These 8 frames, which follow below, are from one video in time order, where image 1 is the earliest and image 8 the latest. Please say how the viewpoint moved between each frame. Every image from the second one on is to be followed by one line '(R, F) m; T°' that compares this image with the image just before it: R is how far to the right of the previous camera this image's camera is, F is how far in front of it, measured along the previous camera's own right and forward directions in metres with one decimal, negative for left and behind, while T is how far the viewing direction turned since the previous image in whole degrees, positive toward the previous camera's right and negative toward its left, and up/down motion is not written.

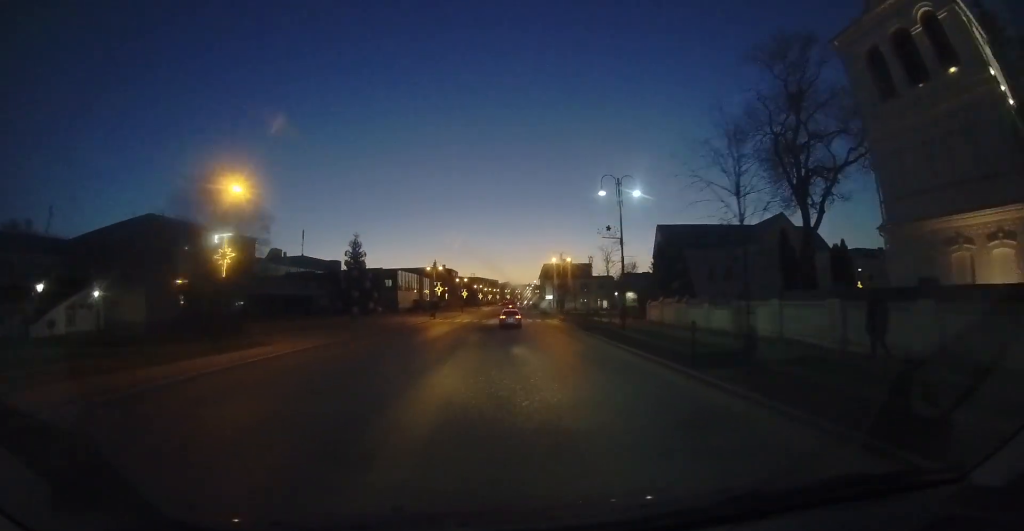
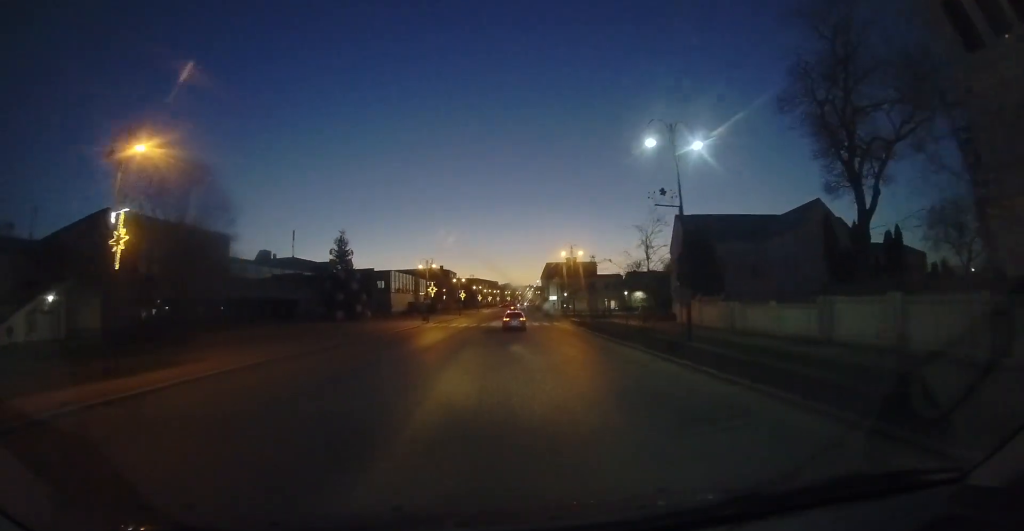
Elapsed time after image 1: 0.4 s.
(+0.1, +4.8) m; +1°
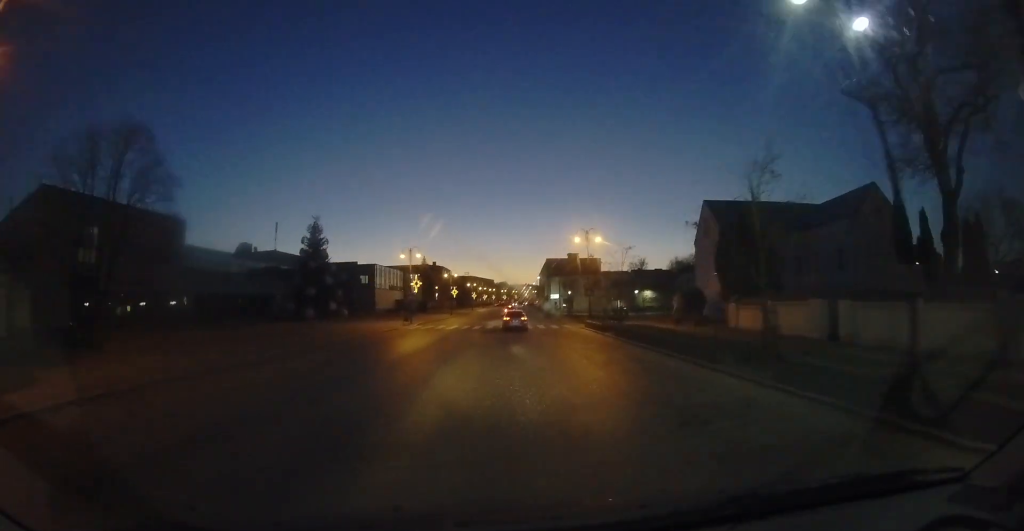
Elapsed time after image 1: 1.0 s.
(-0.1, +6.2) m; +1°
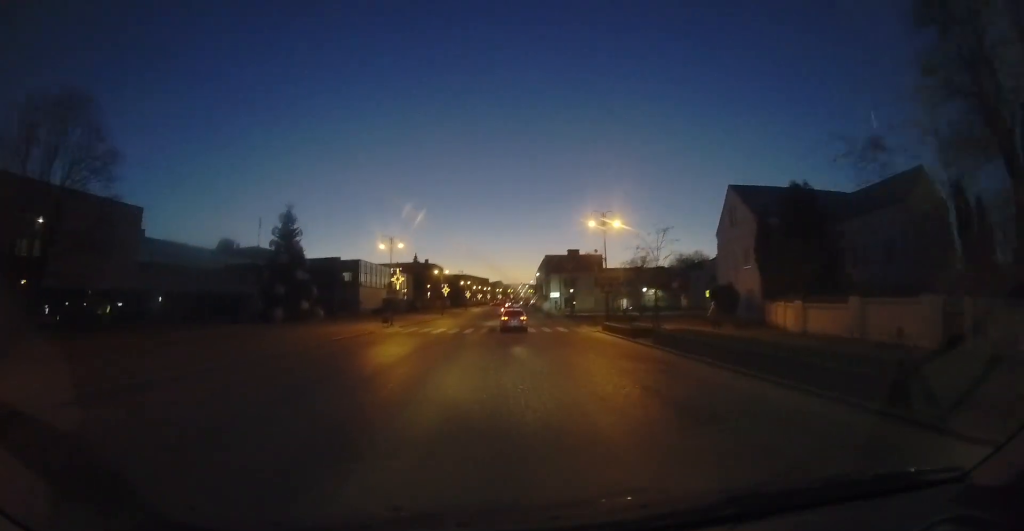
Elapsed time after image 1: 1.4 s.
(-0.1, +5.0) m; +2°
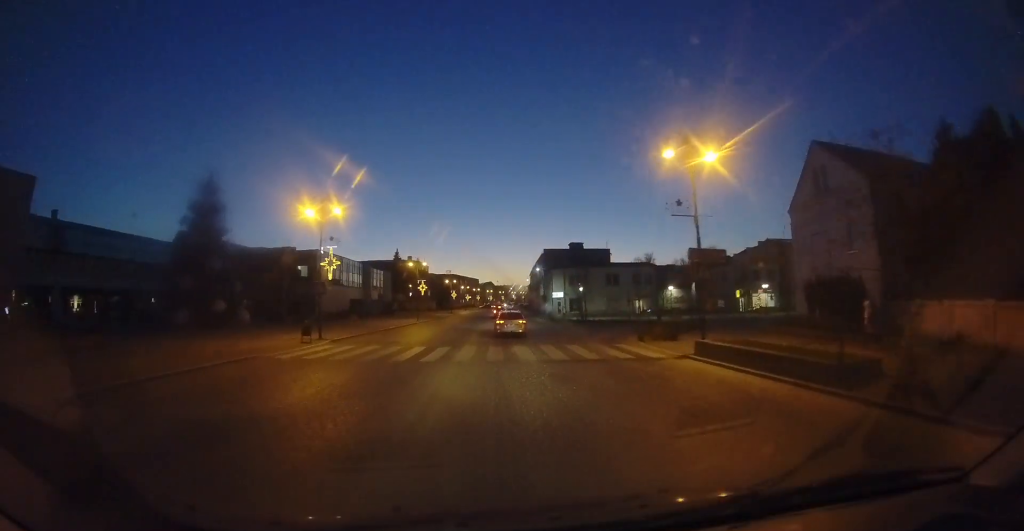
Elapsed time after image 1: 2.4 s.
(+0.5, +10.4) m; +7°
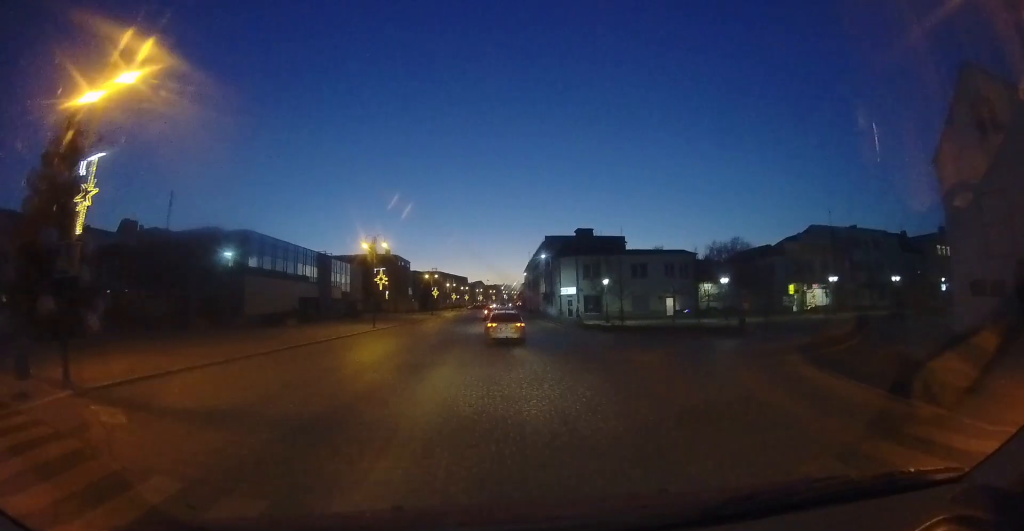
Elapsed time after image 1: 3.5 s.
(+0.6, +11.5) m; -1°
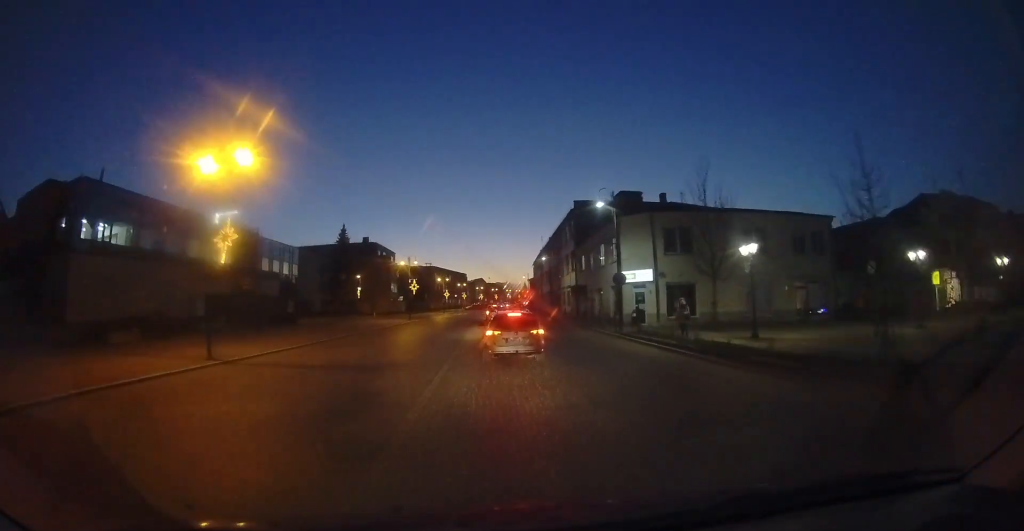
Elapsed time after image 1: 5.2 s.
(+0.1, +16.9) m; +6°
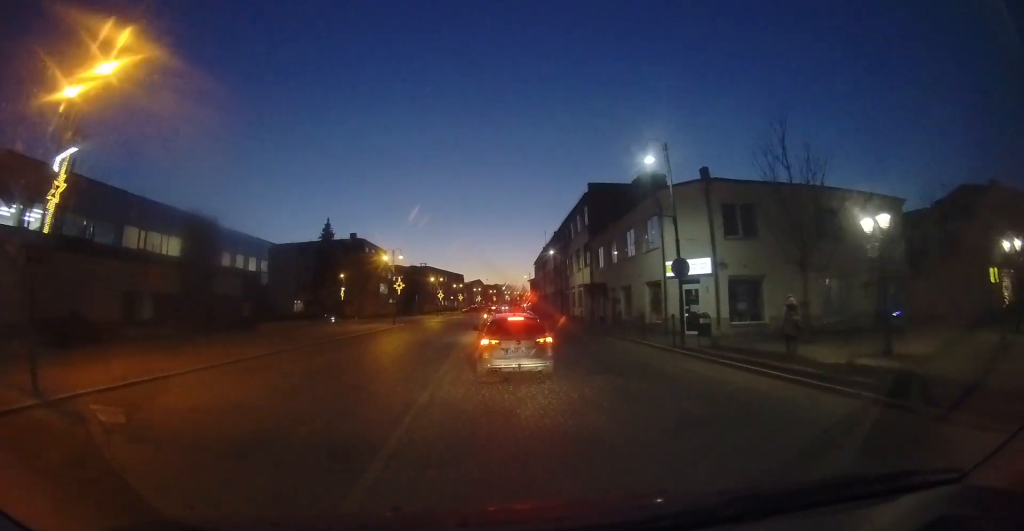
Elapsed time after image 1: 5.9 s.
(0.0, +5.4) m; +1°
